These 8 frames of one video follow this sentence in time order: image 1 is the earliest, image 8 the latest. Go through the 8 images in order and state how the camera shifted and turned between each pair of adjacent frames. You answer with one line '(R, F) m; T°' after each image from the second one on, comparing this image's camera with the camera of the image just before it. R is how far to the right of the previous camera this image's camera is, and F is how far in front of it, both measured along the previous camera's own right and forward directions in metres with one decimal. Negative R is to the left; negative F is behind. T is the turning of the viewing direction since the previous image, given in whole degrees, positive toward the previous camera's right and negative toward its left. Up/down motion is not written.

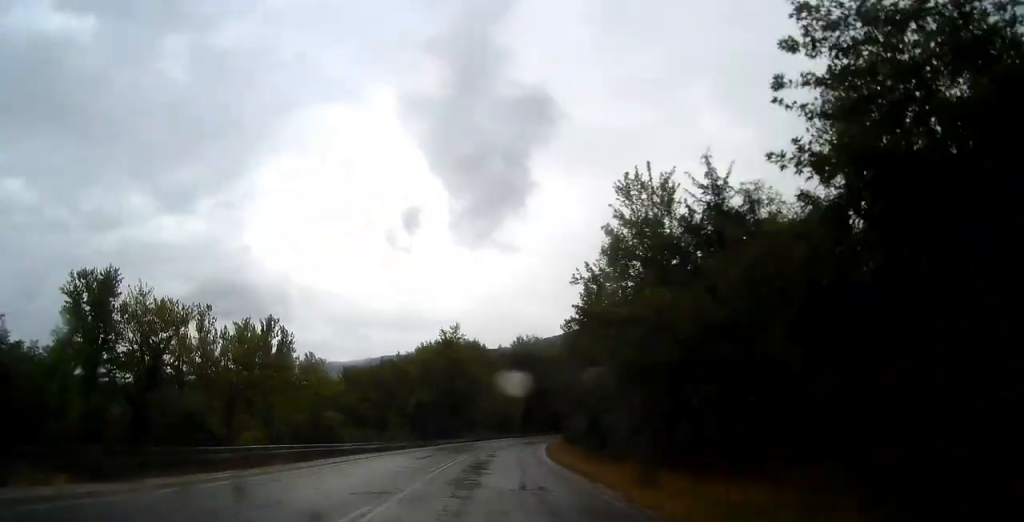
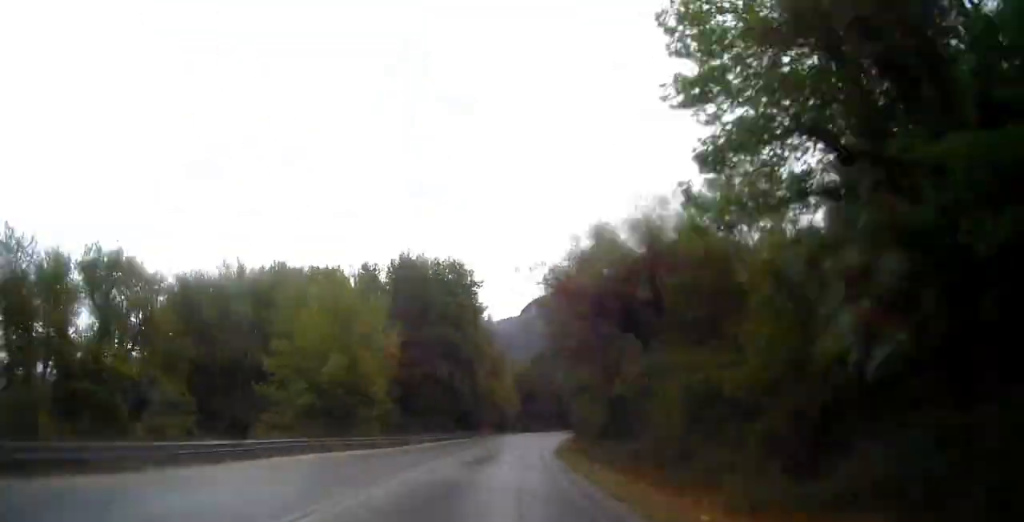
(+1.9, +53.9) m; +5°
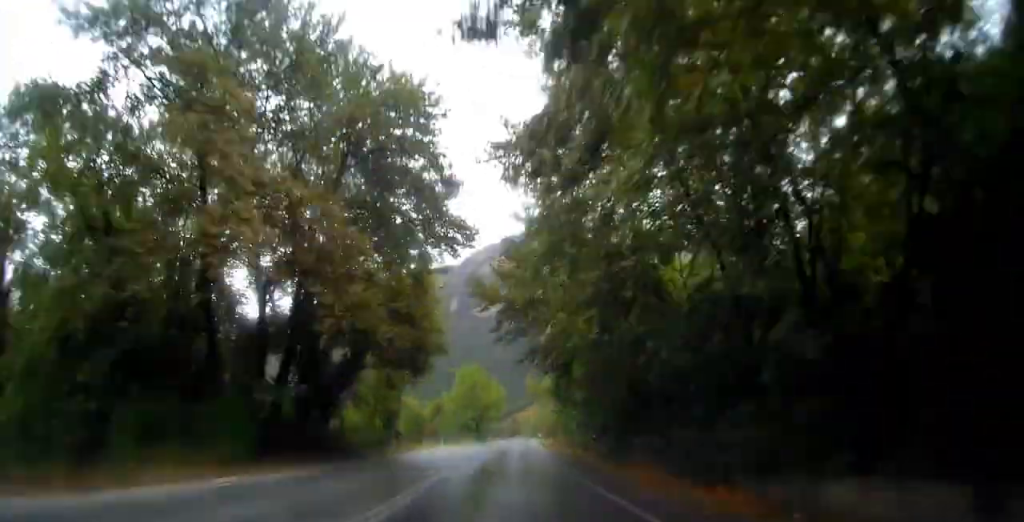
(+9.8, +109.1) m; +8°
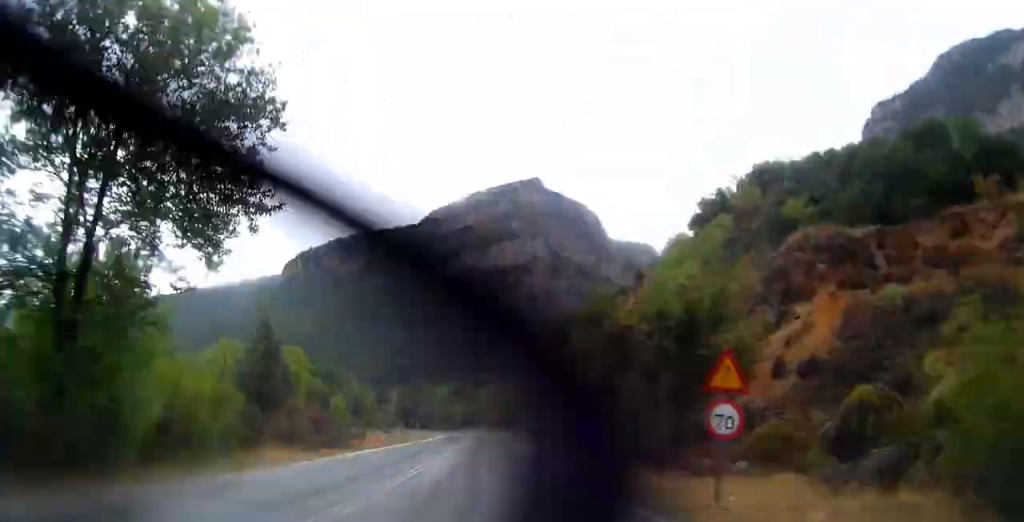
(+4.4, +108.5) m; -1°
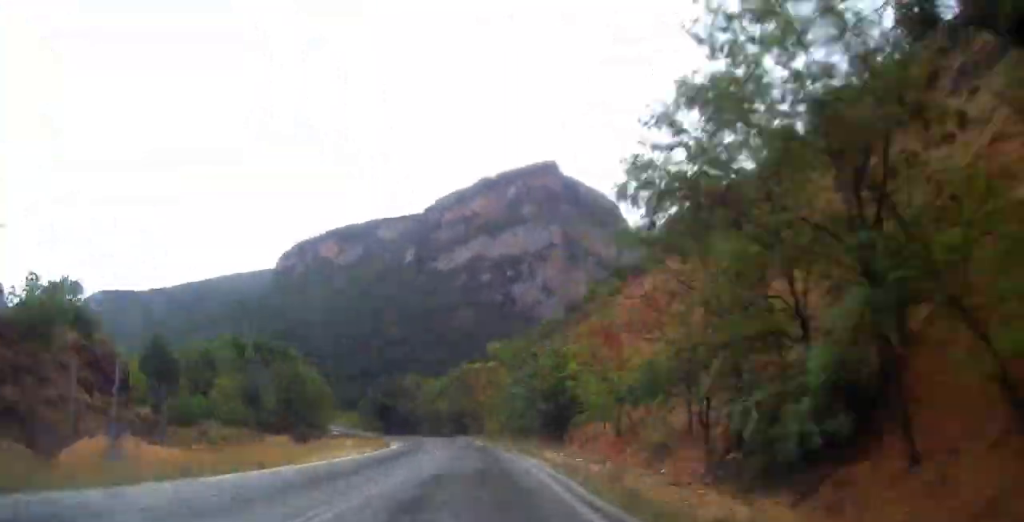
(-1.8, +62.3) m; -4°
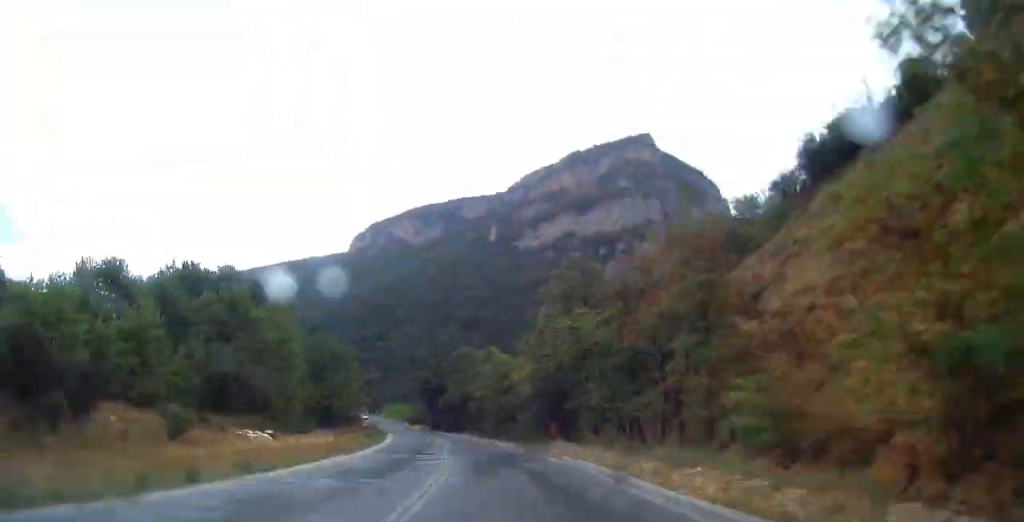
(-0.9, +55.6) m; -5°
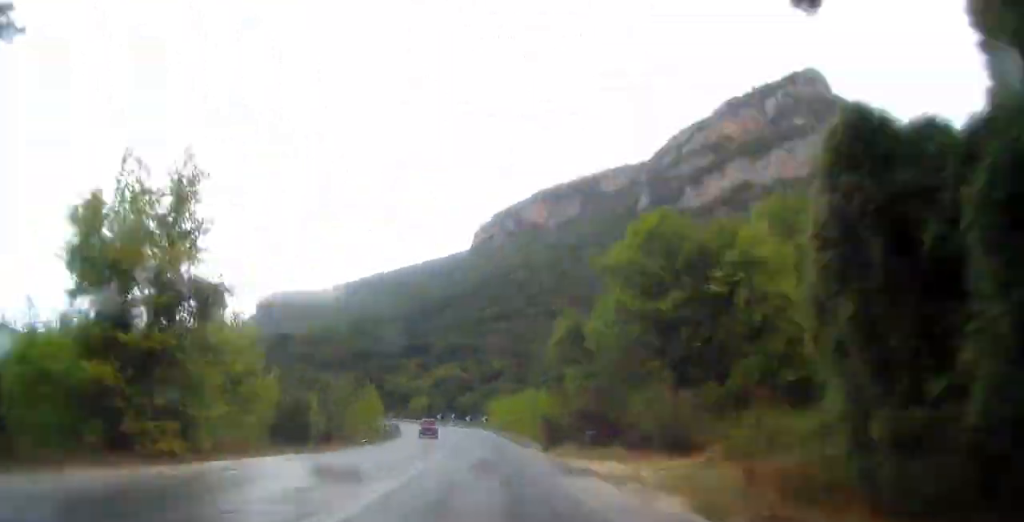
(-11.5, +112.5) m; -17°
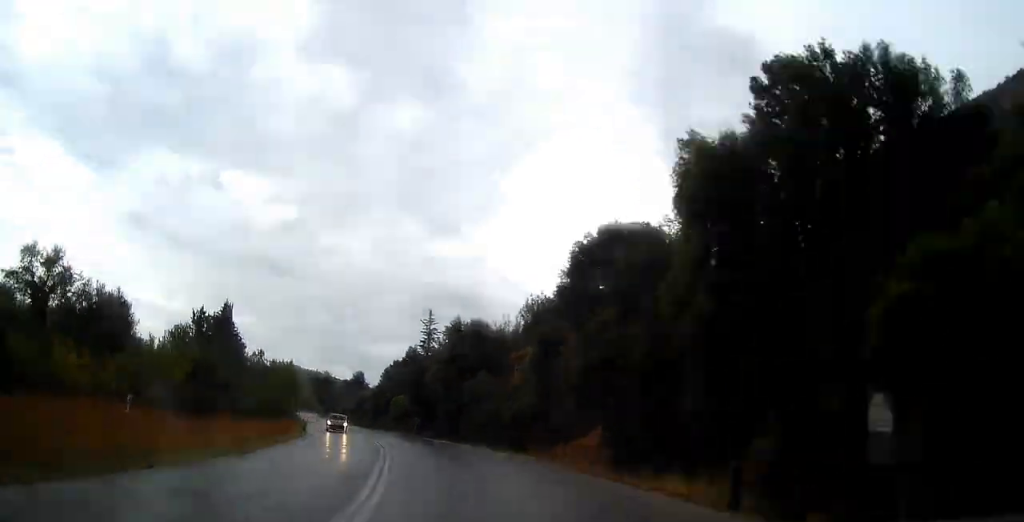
(-36.5, +135.0) m; -31°
